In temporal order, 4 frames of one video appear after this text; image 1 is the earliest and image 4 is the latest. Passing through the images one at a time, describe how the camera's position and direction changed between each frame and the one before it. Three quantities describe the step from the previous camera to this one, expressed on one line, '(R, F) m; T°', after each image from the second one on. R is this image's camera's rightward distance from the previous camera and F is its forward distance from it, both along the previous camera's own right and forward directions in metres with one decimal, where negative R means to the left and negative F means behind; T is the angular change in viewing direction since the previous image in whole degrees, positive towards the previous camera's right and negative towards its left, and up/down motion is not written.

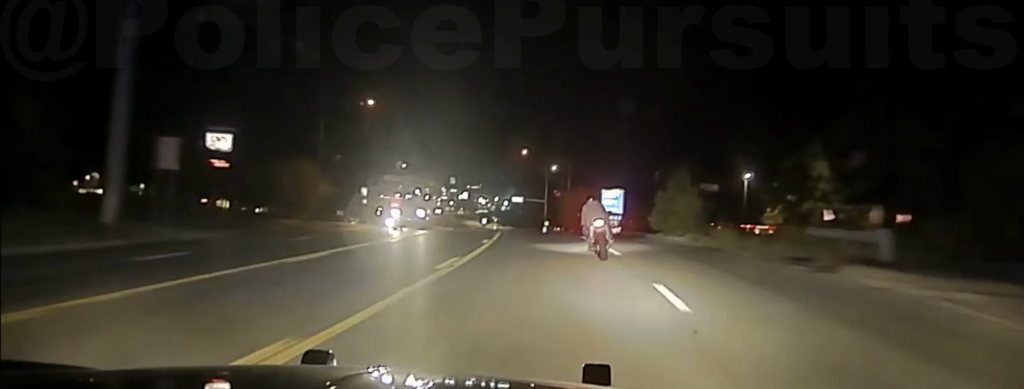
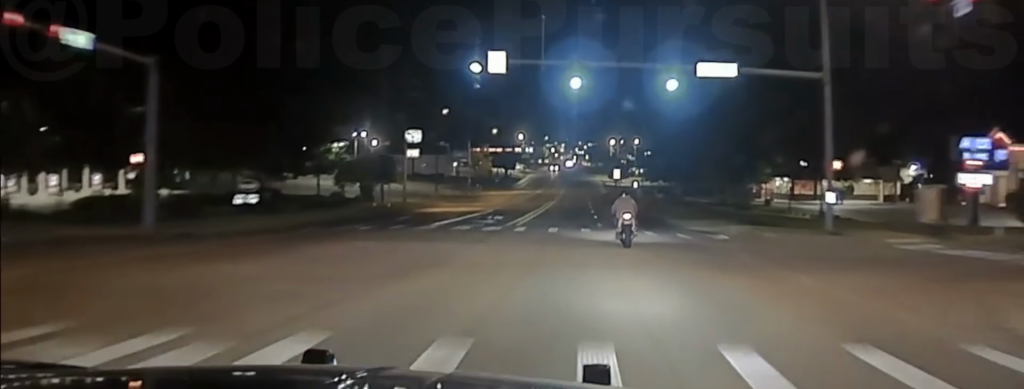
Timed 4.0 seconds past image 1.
(-10.8, +103.4) m; -10°
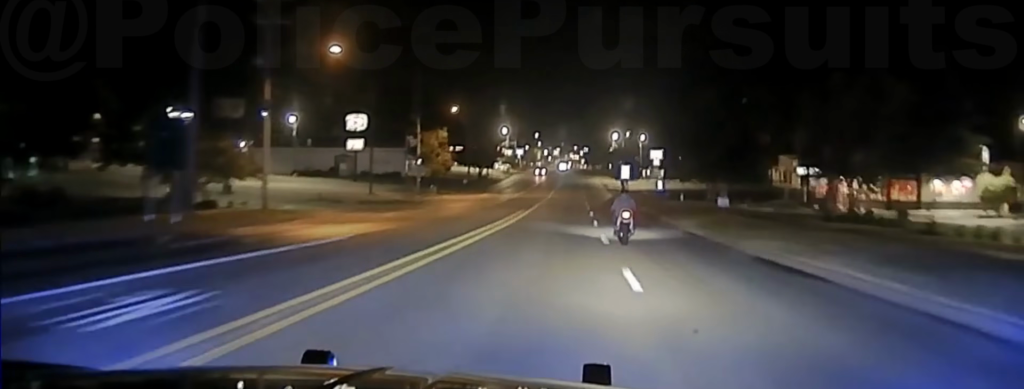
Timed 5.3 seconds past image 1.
(0.0, +42.7) m; 0°
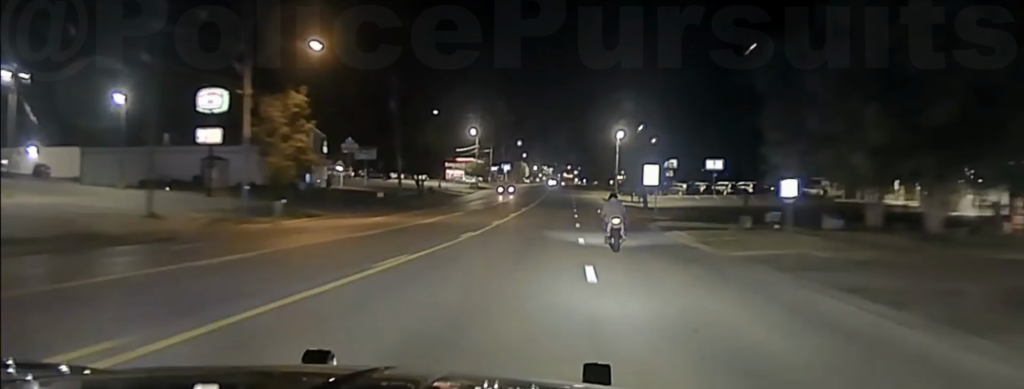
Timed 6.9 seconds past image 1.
(+0.2, +50.5) m; 0°
